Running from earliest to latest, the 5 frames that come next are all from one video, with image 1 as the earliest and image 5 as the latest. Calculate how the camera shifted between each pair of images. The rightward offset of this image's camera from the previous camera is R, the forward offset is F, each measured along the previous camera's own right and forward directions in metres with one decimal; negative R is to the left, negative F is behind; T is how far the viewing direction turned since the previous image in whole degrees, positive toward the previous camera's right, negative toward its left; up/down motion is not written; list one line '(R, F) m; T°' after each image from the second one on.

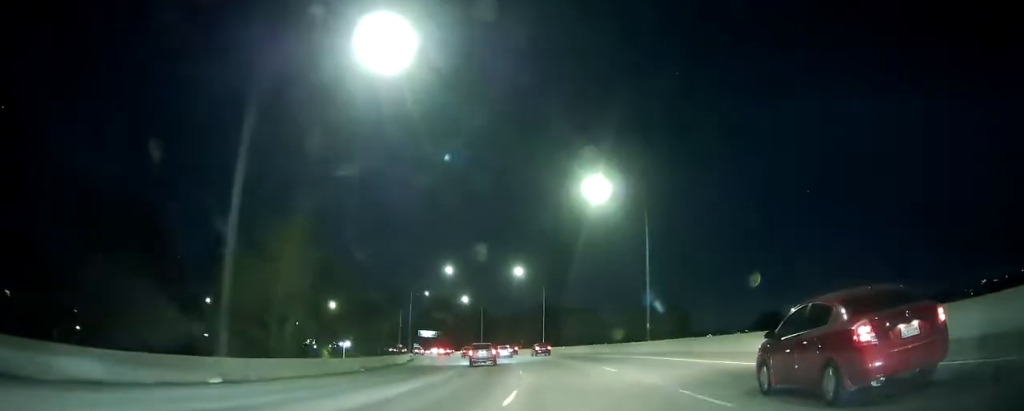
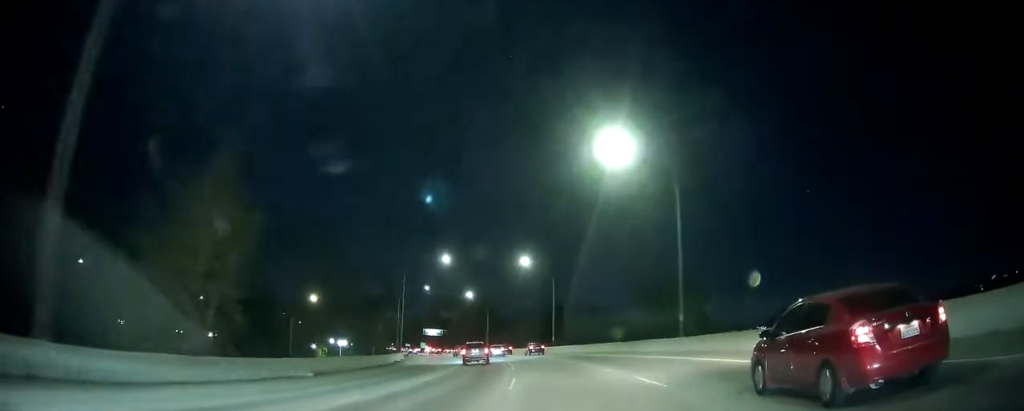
(-0.1, +9.8) m; -1°
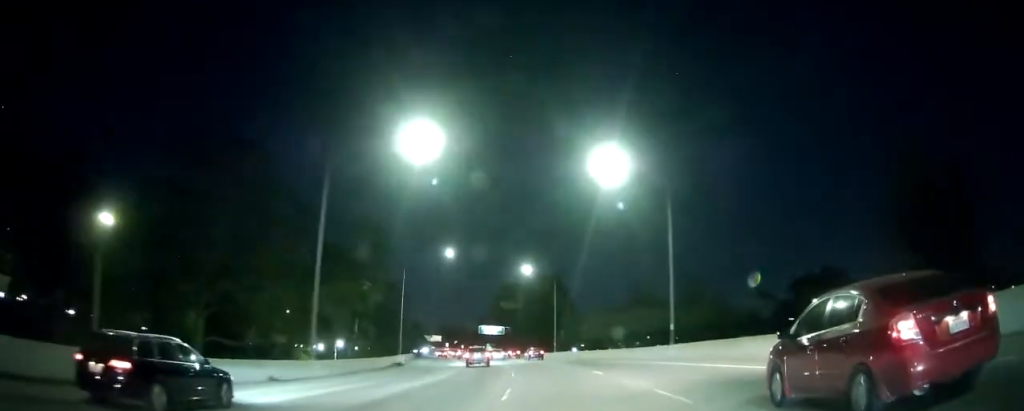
(-1.4, +47.2) m; -5°
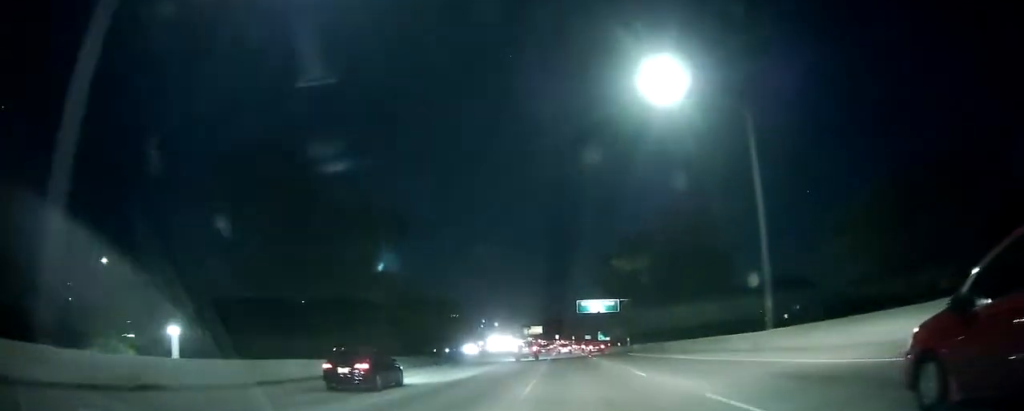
(-6.3, +61.1) m; -11°
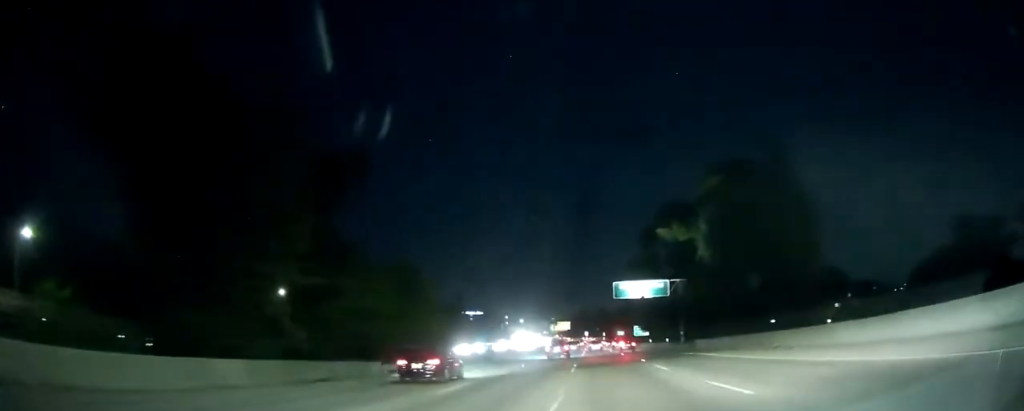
(-1.0, +23.7) m; -4°
